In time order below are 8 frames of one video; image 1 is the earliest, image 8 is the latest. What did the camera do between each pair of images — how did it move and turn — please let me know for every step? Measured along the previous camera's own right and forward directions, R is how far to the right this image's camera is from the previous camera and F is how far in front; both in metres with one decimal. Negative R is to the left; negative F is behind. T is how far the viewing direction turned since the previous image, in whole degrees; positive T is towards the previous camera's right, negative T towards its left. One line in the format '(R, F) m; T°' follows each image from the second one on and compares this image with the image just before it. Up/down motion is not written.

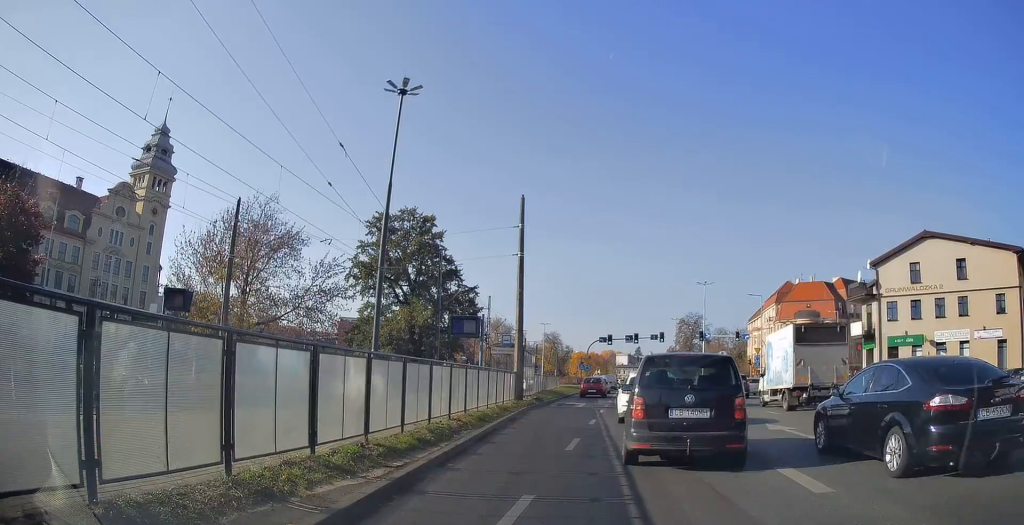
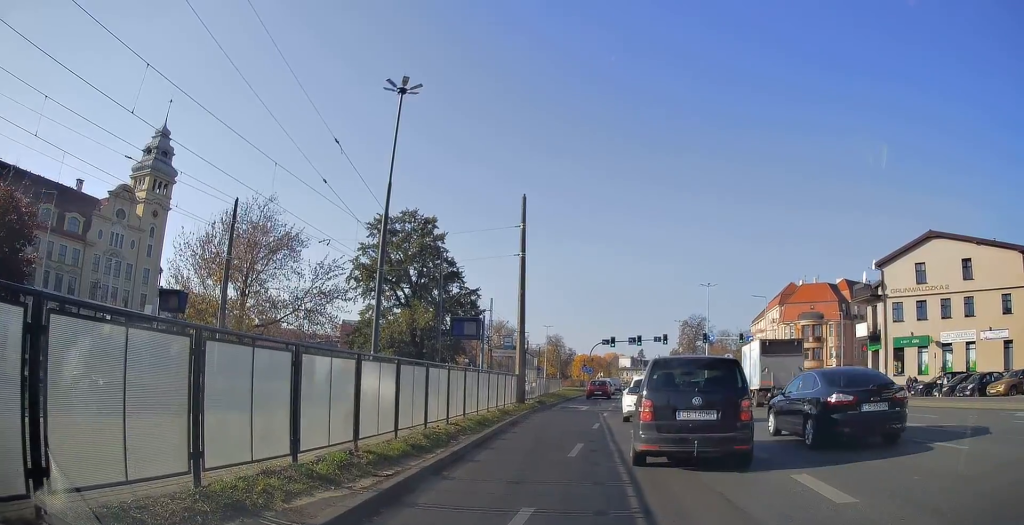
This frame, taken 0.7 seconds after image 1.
(0.0, +0.2) m; 0°
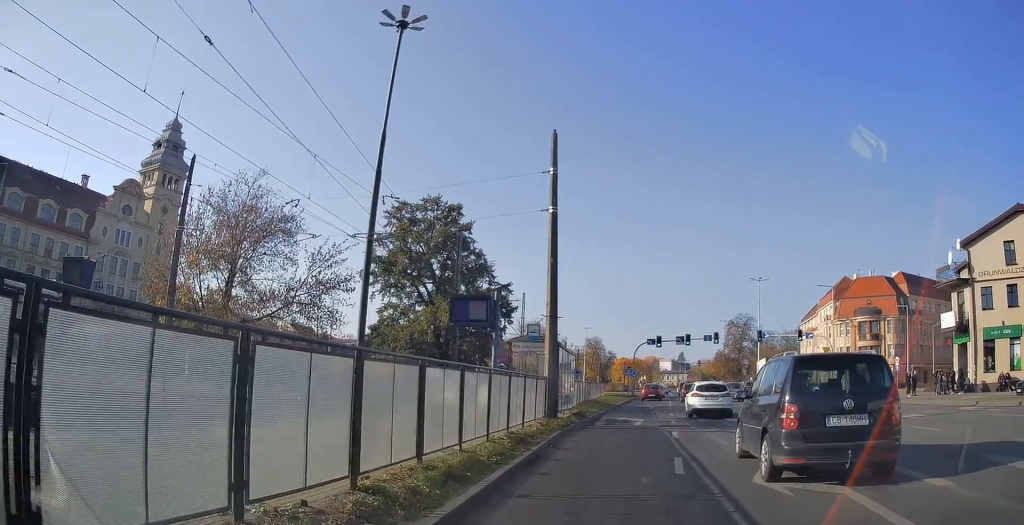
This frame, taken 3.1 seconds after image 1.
(-0.4, +4.6) m; -2°
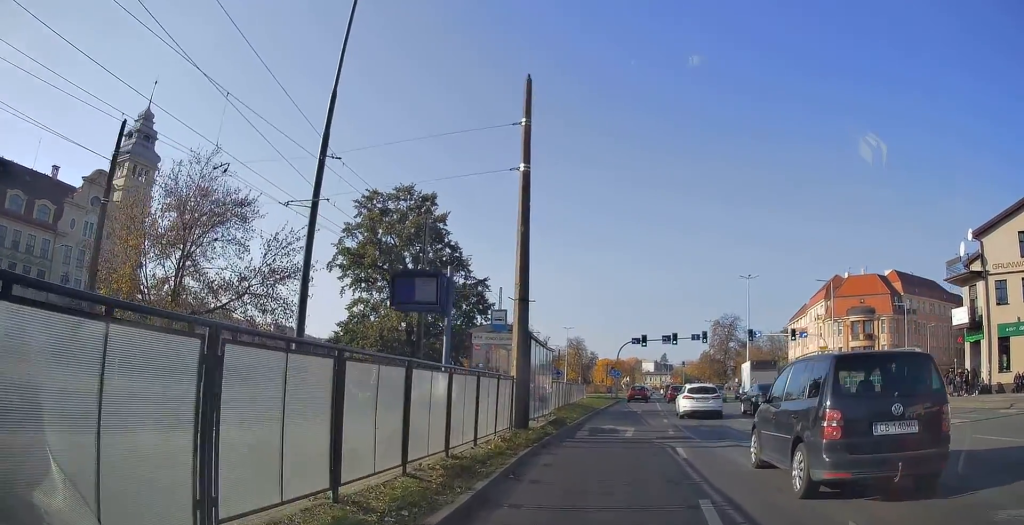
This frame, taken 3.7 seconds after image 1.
(0.0, +3.1) m; +3°
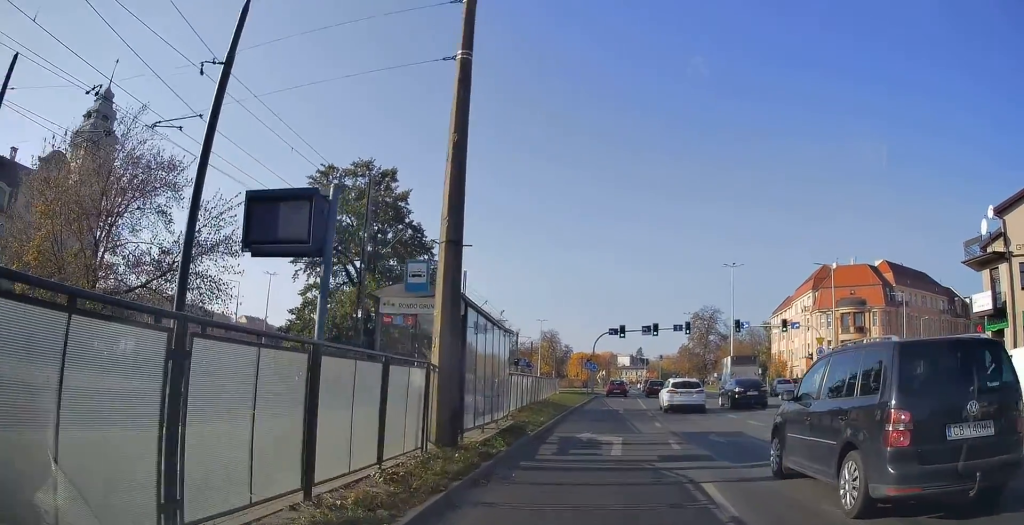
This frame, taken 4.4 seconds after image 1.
(+0.1, +4.8) m; +2°
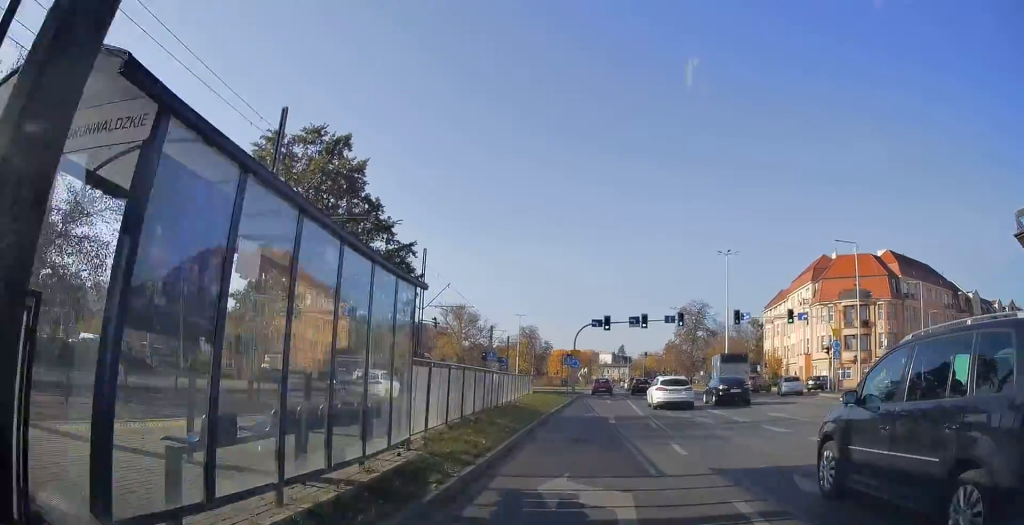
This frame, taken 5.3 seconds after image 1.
(+0.1, +6.7) m; 0°
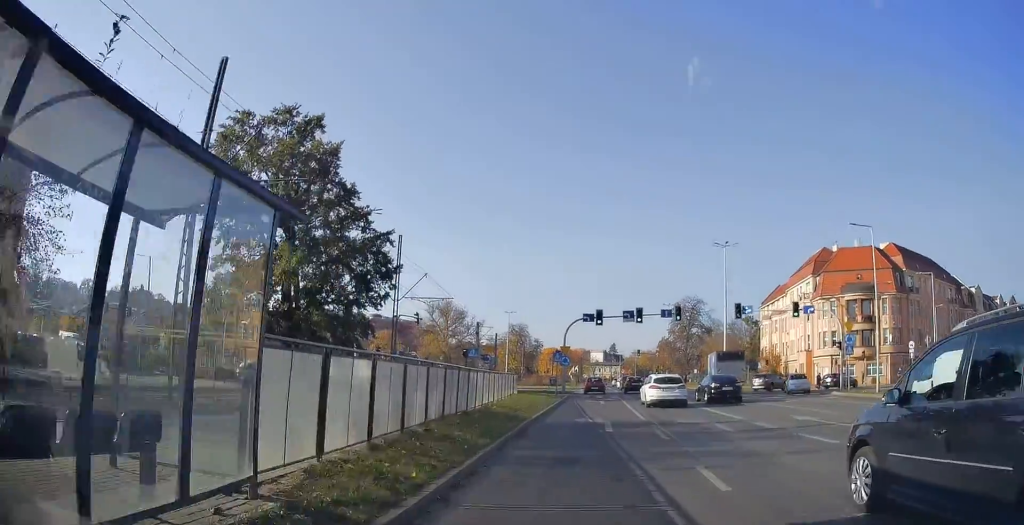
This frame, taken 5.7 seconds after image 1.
(+0.1, +3.3) m; -1°
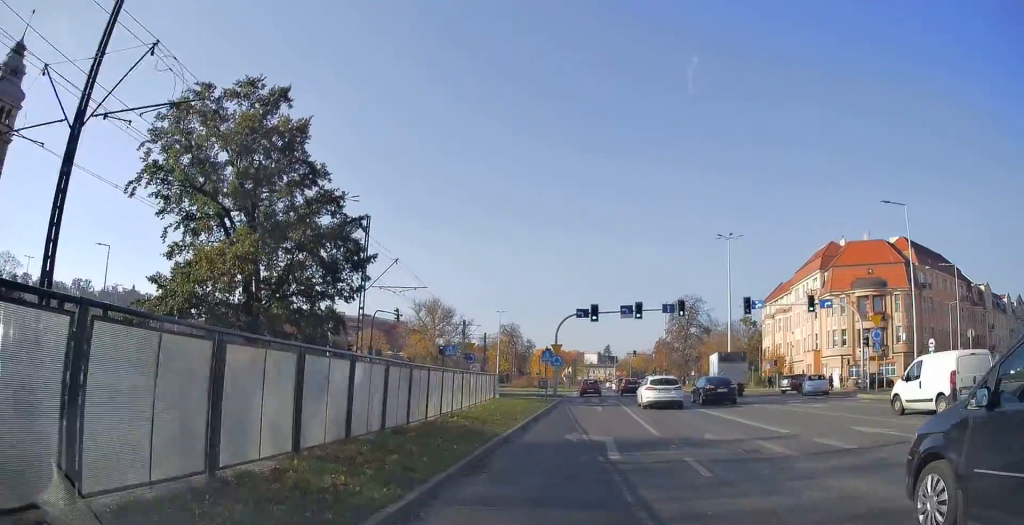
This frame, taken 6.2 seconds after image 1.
(-0.2, +4.8) m; 0°
